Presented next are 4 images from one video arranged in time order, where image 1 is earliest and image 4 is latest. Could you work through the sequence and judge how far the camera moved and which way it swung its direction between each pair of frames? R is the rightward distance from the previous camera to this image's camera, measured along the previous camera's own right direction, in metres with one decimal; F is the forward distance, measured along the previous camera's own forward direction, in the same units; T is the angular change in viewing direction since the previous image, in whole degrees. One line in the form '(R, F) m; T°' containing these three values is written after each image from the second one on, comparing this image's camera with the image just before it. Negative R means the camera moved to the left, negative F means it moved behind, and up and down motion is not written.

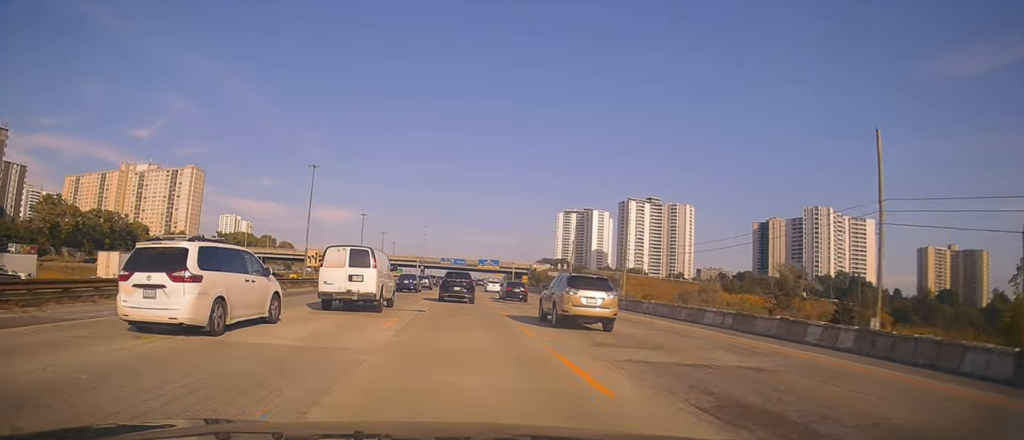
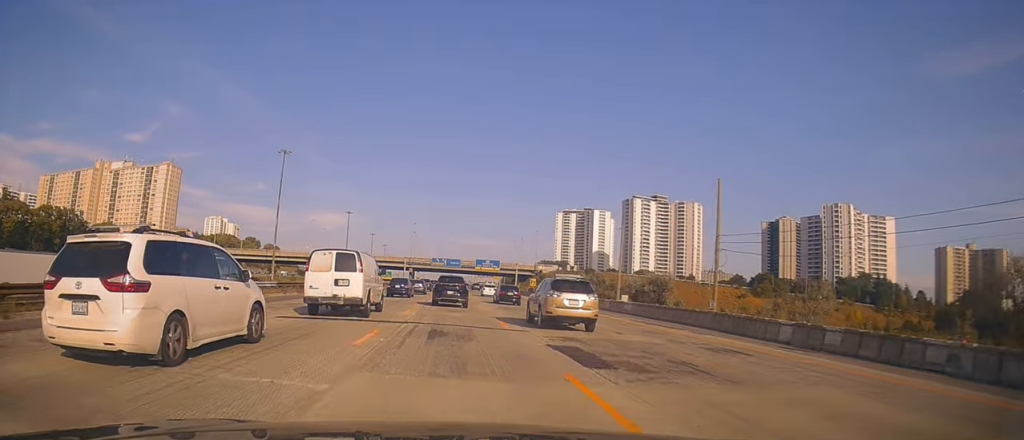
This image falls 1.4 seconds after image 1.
(0.0, +26.4) m; 0°
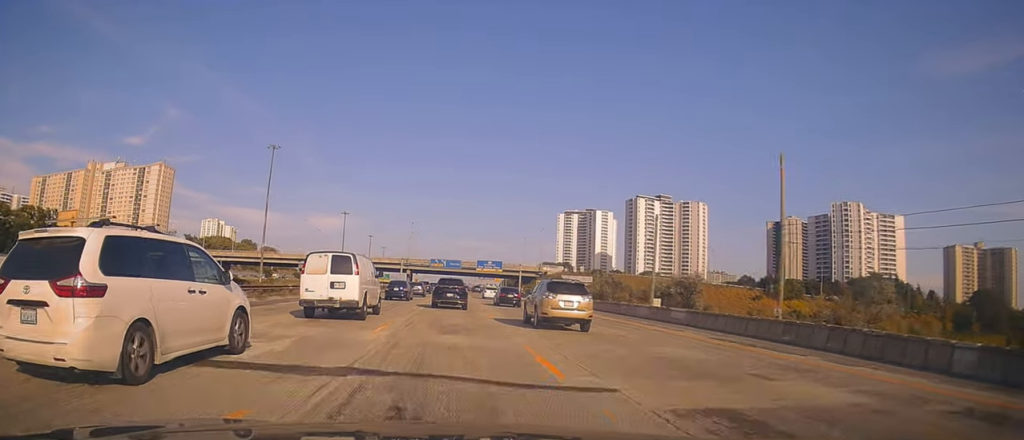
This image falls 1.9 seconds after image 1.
(0.0, +9.2) m; +1°
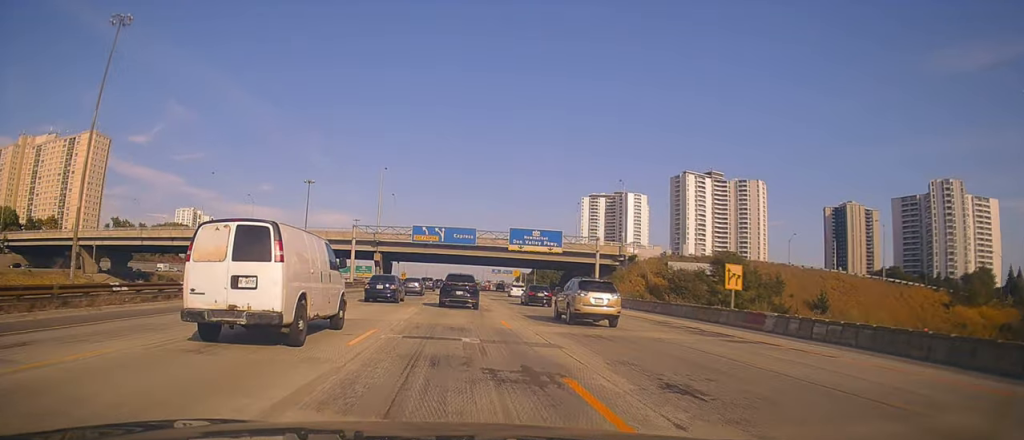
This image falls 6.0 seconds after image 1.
(+0.8, +75.5) m; -2°
